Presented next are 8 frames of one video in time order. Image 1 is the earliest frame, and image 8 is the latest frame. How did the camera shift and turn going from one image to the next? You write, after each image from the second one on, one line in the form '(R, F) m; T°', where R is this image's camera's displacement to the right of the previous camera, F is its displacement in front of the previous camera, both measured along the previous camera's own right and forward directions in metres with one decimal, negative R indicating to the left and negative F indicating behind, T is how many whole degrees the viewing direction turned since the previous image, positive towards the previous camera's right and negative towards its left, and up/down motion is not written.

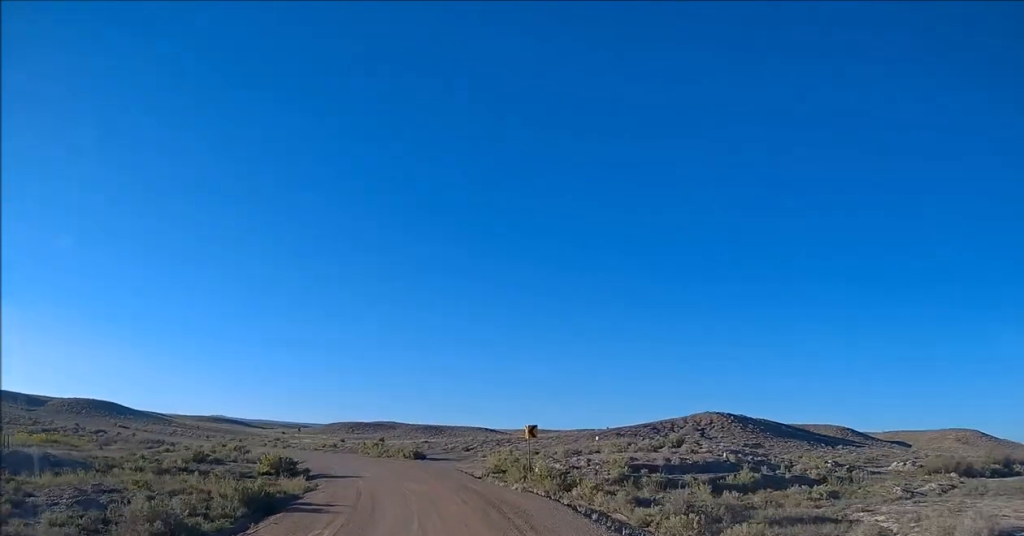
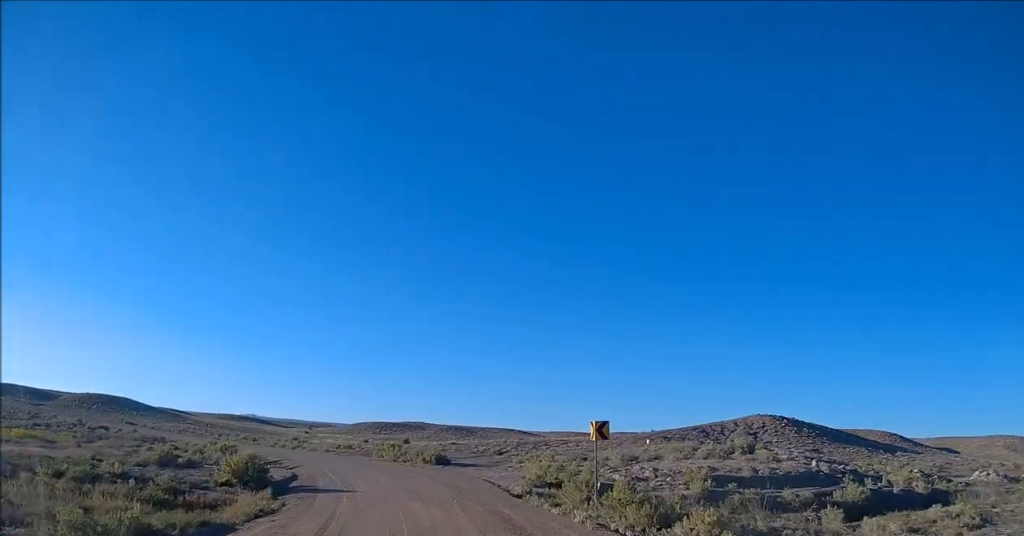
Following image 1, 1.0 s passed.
(-0.9, +10.6) m; -4°
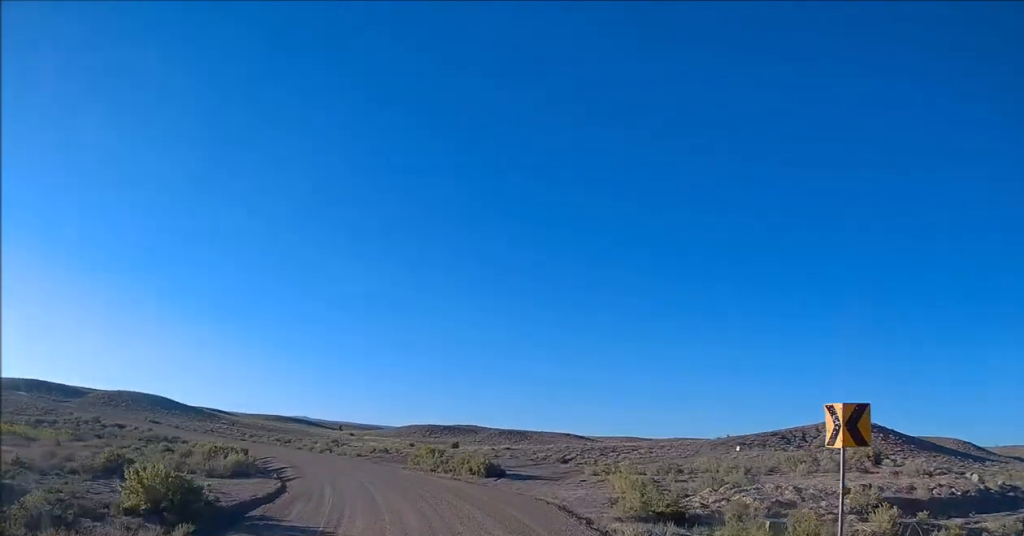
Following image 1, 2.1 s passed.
(+0.3, +12.0) m; -3°
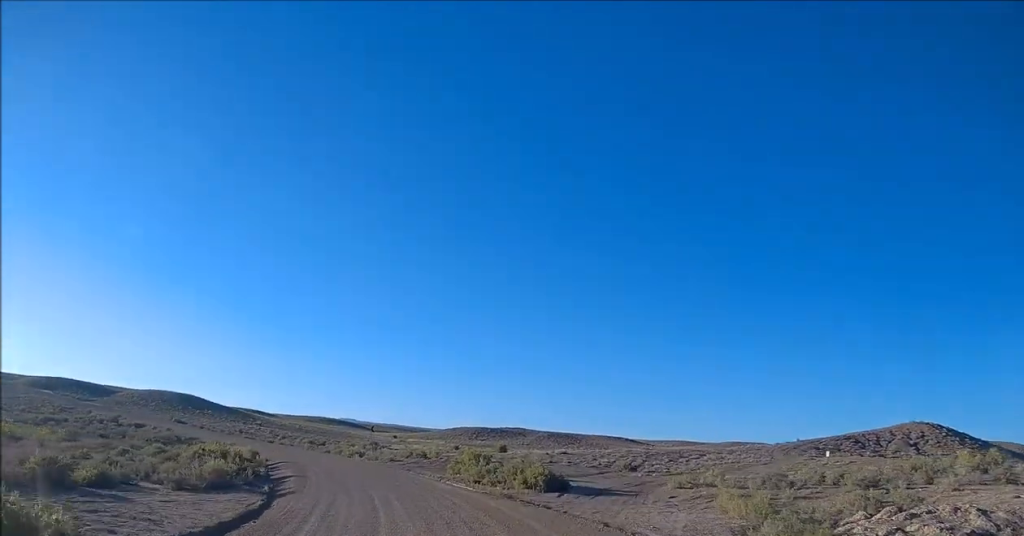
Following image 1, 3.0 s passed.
(-0.6, +9.4) m; -4°
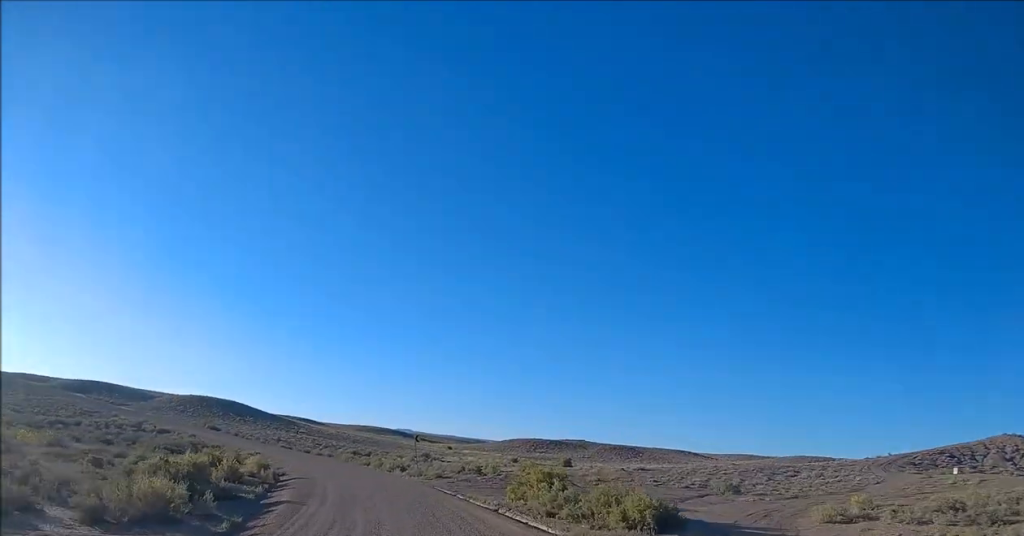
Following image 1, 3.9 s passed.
(-0.4, +10.5) m; -5°
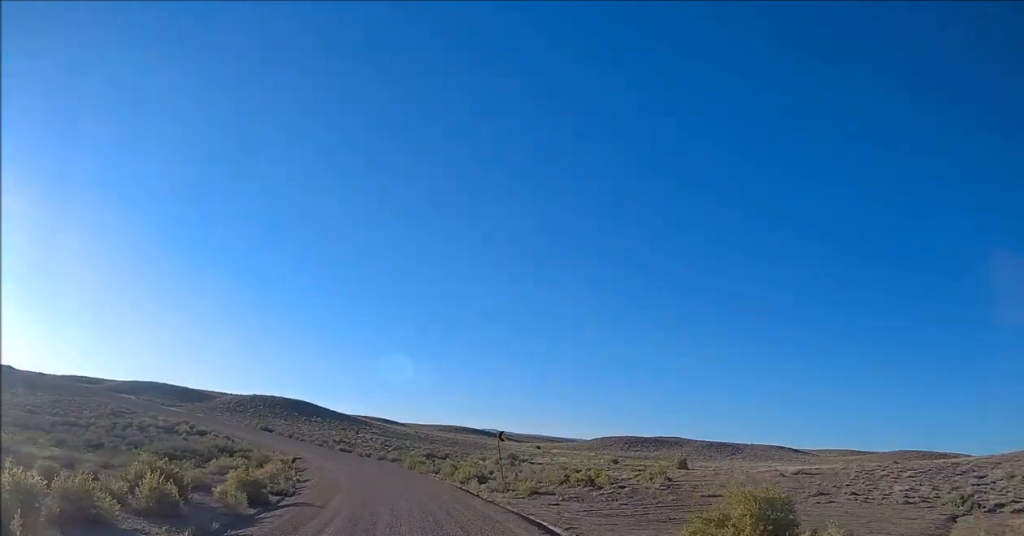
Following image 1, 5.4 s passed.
(-1.0, +15.0) m; -8°
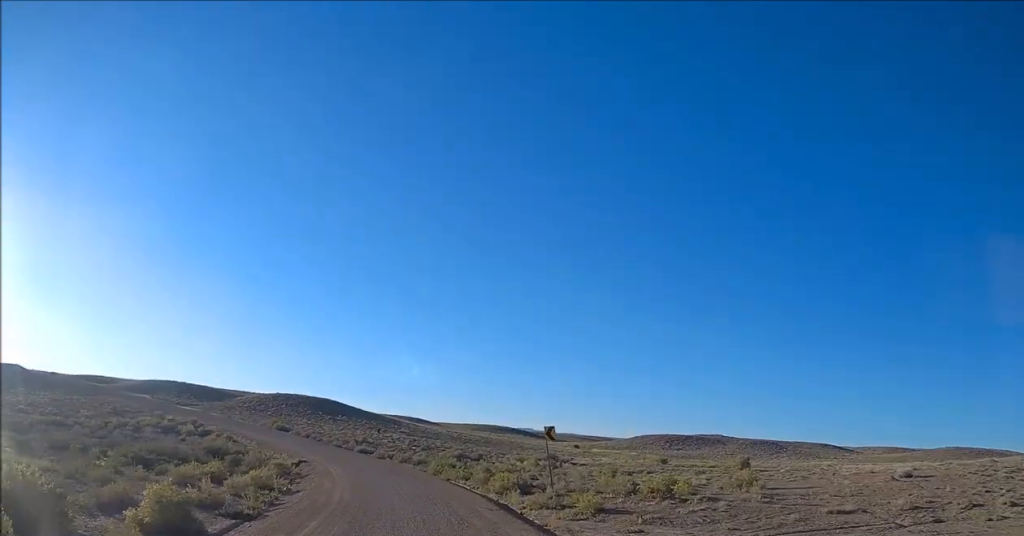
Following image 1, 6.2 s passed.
(-0.3, +8.4) m; -5°
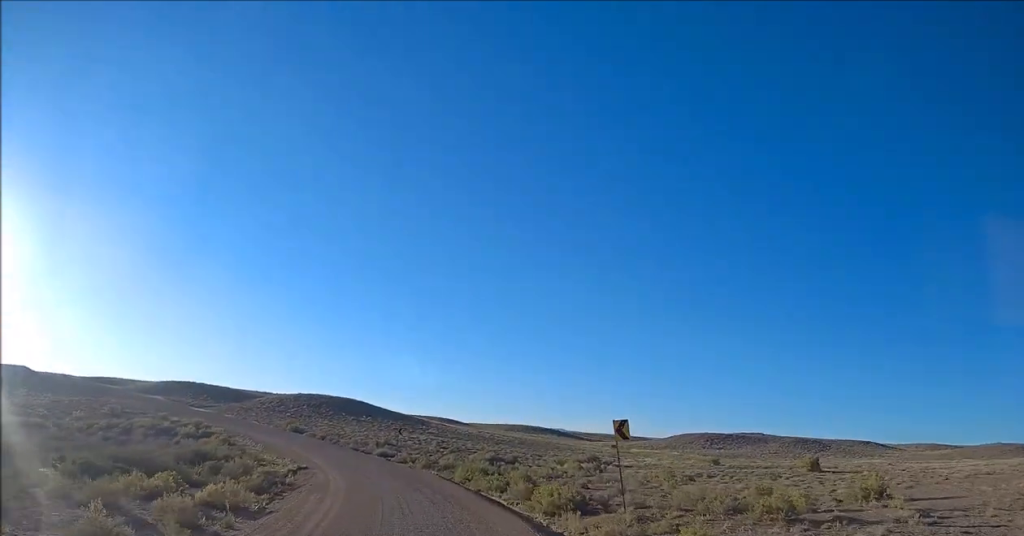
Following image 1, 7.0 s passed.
(-0.2, +8.0) m; -4°
